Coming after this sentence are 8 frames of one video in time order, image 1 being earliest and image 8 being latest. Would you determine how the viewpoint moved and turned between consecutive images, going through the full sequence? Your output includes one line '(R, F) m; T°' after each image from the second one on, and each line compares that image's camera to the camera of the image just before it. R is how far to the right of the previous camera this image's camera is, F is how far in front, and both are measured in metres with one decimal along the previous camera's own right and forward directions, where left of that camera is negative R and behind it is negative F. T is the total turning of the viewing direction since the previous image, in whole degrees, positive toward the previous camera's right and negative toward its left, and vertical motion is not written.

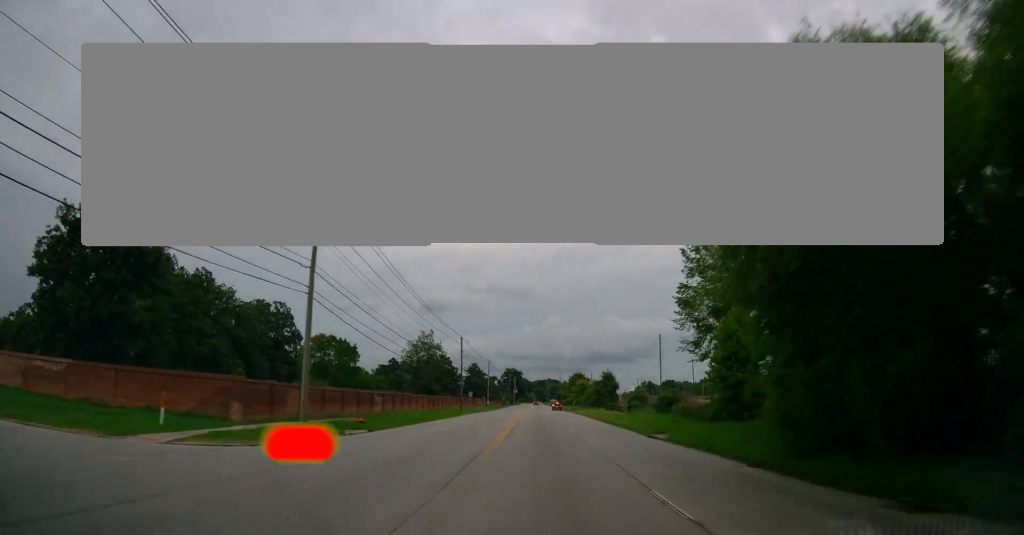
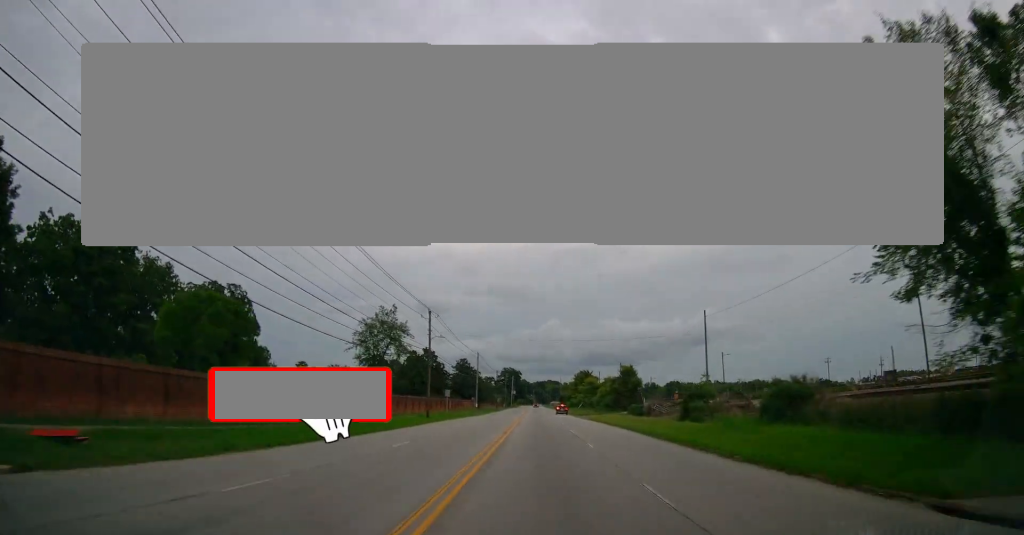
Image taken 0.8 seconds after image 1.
(0.0, +23.5) m; 0°
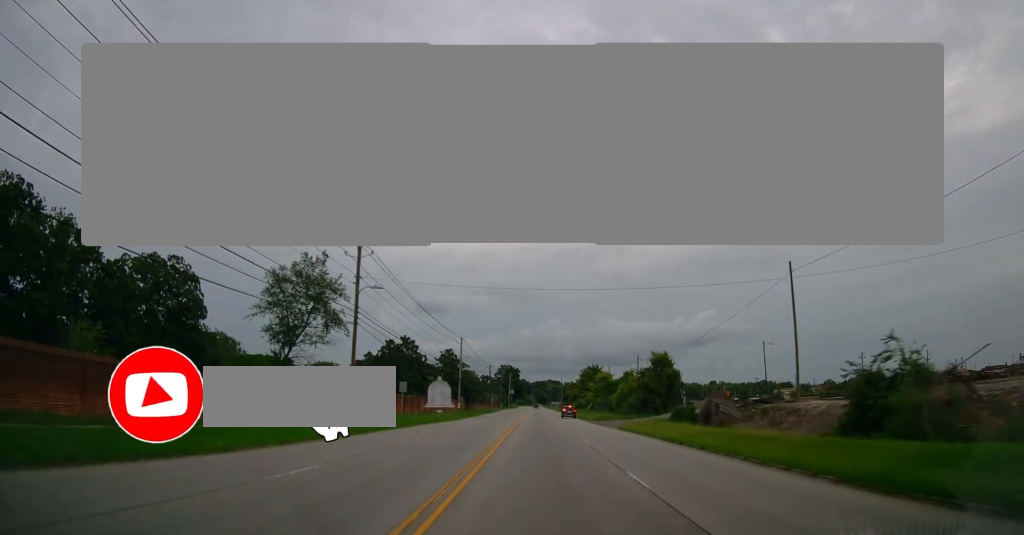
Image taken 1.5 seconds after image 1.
(-0.1, +22.7) m; 0°
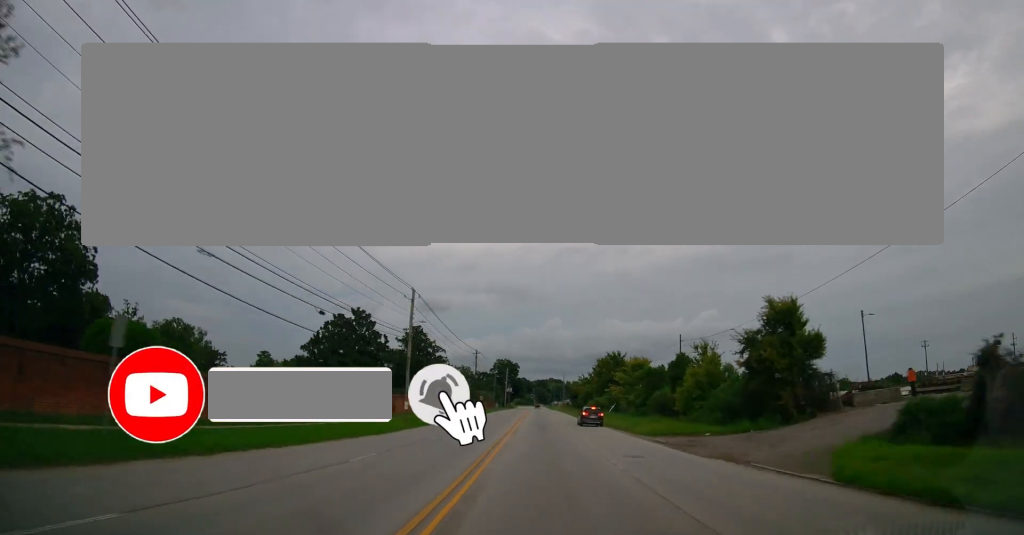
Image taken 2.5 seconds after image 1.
(+0.3, +32.2) m; -1°
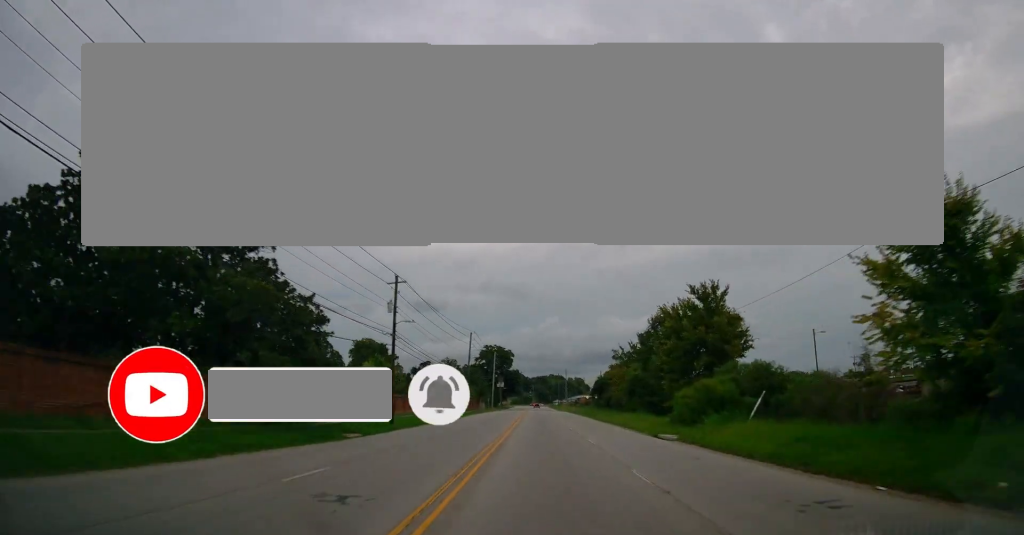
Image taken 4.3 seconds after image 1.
(-0.3, +54.5) m; 0°
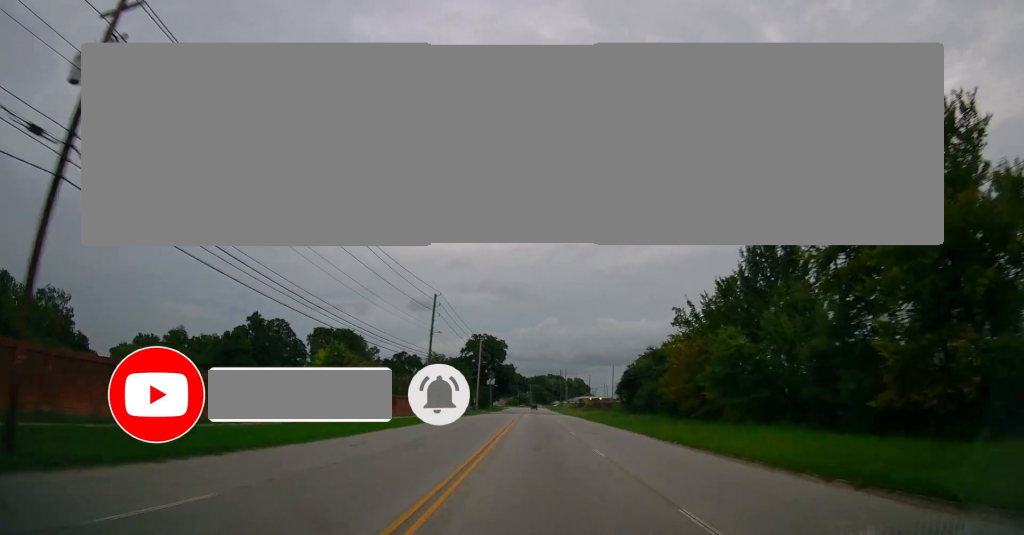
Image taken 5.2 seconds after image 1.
(0.0, +30.2) m; 0°
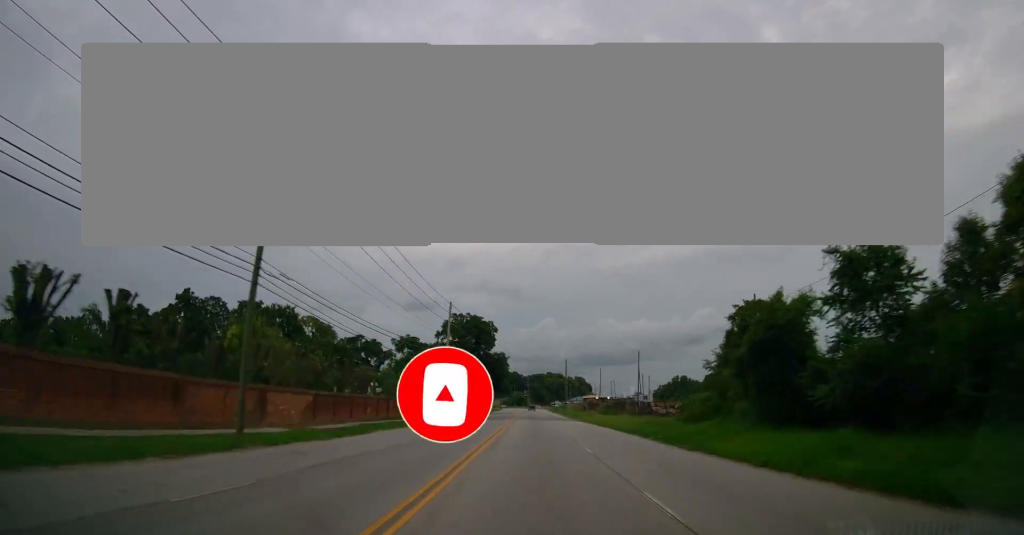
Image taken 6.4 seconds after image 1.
(+0.1, +35.0) m; 0°
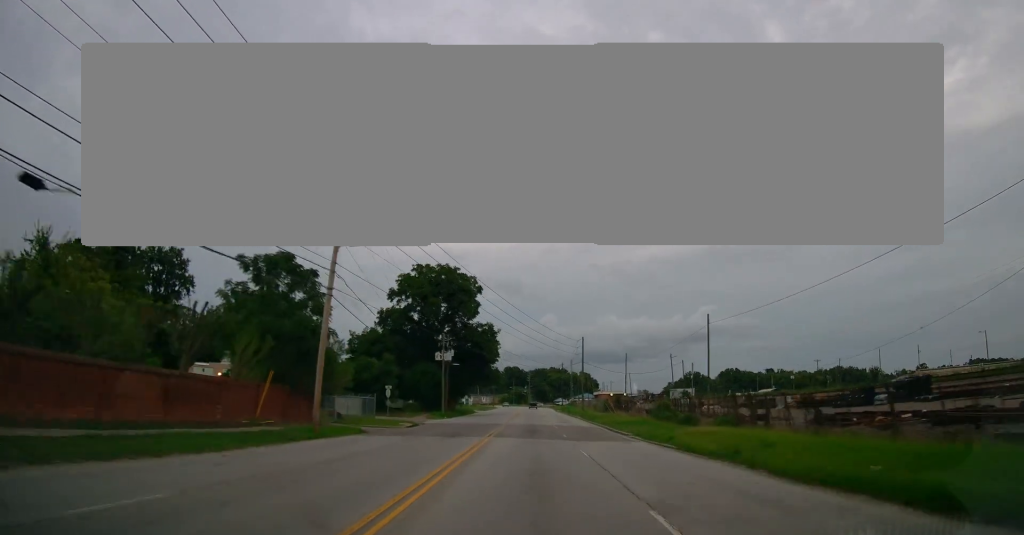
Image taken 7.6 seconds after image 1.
(+0.1, +38.8) m; 0°
